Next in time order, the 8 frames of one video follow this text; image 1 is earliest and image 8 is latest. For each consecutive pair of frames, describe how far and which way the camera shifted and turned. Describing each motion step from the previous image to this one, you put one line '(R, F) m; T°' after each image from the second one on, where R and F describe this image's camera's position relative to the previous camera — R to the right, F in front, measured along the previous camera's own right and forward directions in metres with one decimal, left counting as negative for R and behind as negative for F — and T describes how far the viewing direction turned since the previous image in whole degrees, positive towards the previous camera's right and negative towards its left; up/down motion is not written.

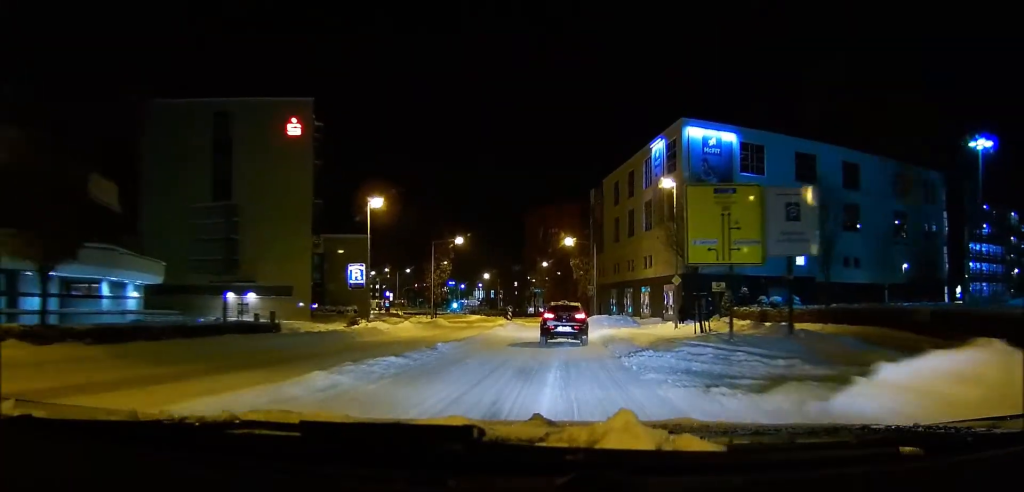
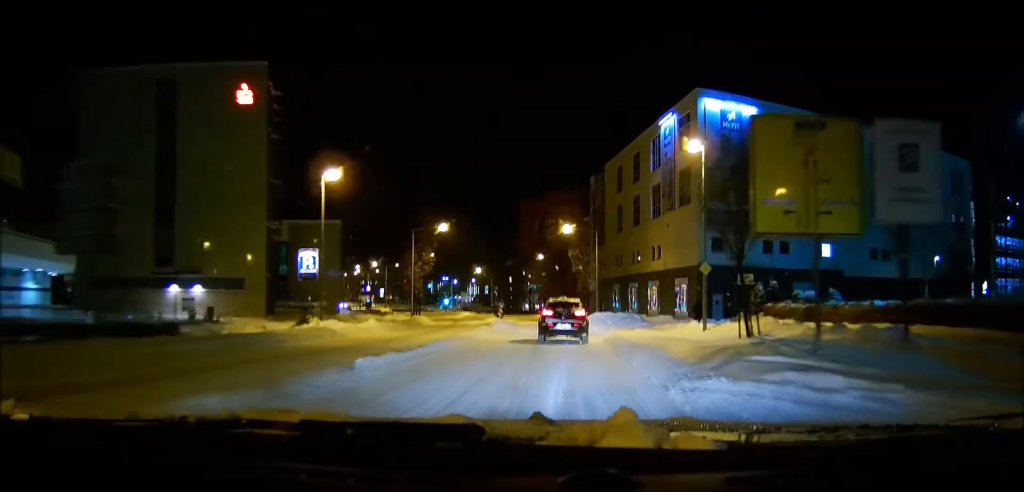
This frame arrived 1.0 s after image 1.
(+0.1, +7.7) m; 0°
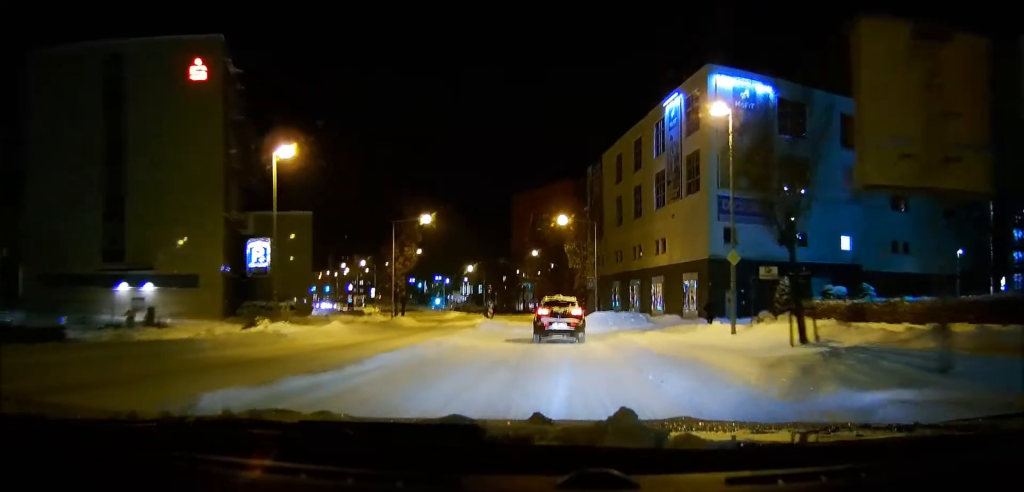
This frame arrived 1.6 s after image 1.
(0.0, +5.1) m; 0°
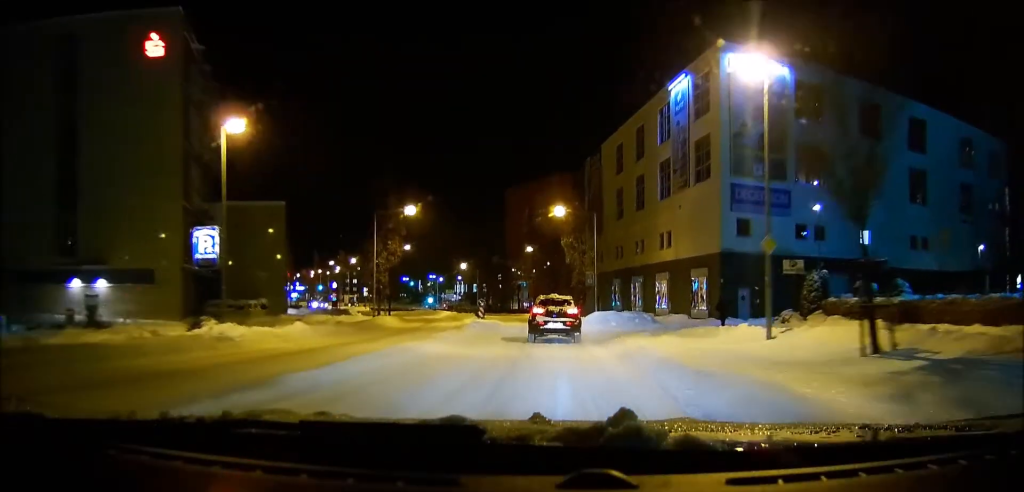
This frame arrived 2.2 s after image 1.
(0.0, +4.2) m; 0°
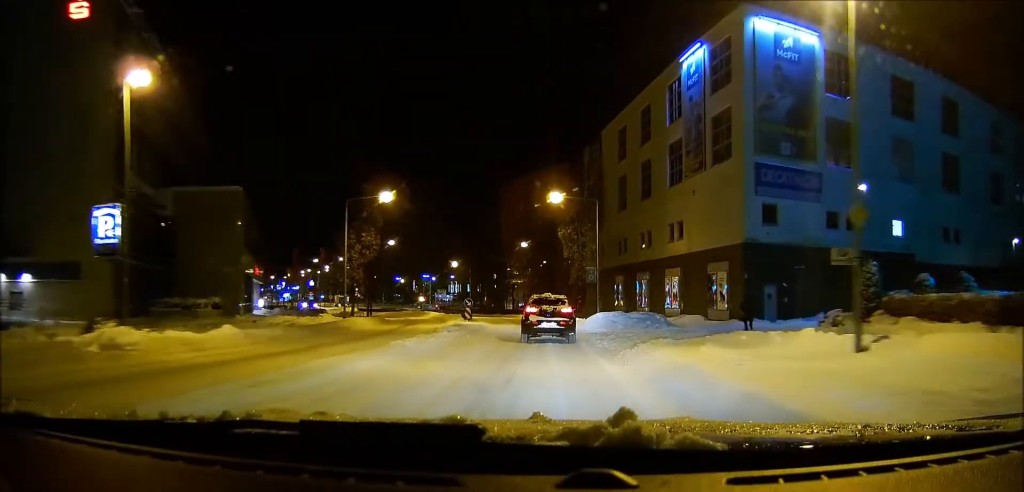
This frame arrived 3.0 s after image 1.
(0.0, +5.9) m; -1°
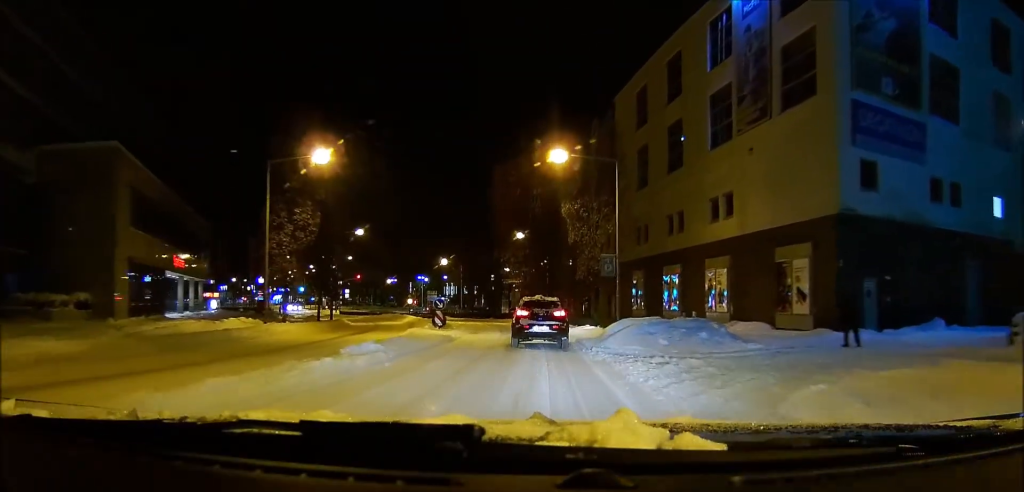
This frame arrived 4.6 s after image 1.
(-0.2, +11.9) m; 0°
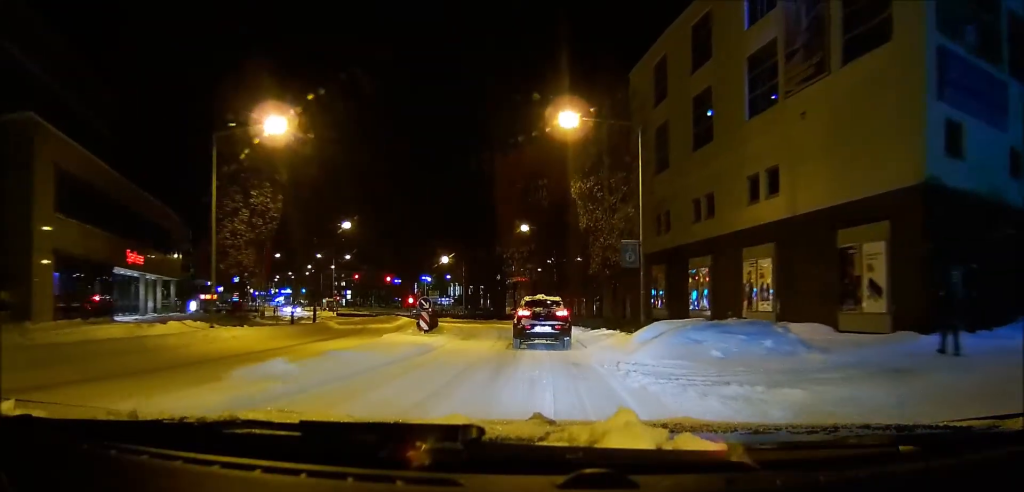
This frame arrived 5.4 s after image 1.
(+0.1, +5.8) m; 0°
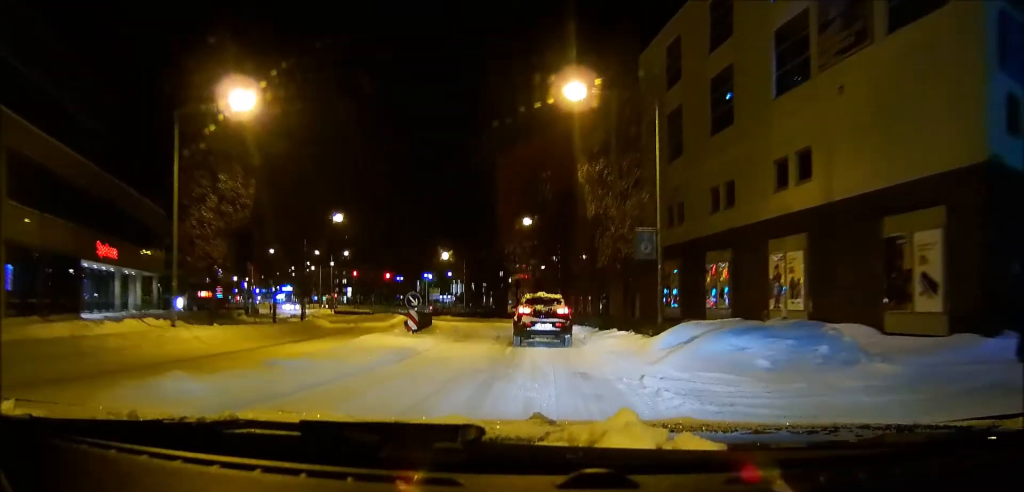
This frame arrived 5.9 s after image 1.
(+0.1, +3.1) m; 0°
